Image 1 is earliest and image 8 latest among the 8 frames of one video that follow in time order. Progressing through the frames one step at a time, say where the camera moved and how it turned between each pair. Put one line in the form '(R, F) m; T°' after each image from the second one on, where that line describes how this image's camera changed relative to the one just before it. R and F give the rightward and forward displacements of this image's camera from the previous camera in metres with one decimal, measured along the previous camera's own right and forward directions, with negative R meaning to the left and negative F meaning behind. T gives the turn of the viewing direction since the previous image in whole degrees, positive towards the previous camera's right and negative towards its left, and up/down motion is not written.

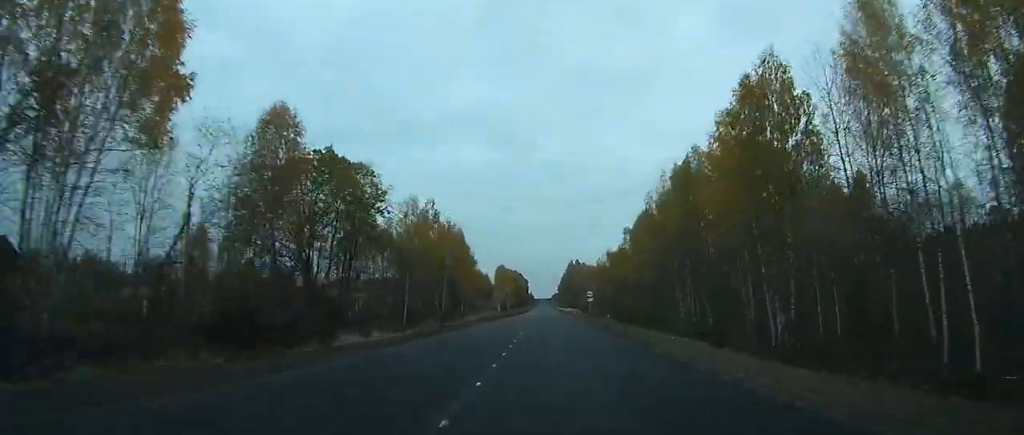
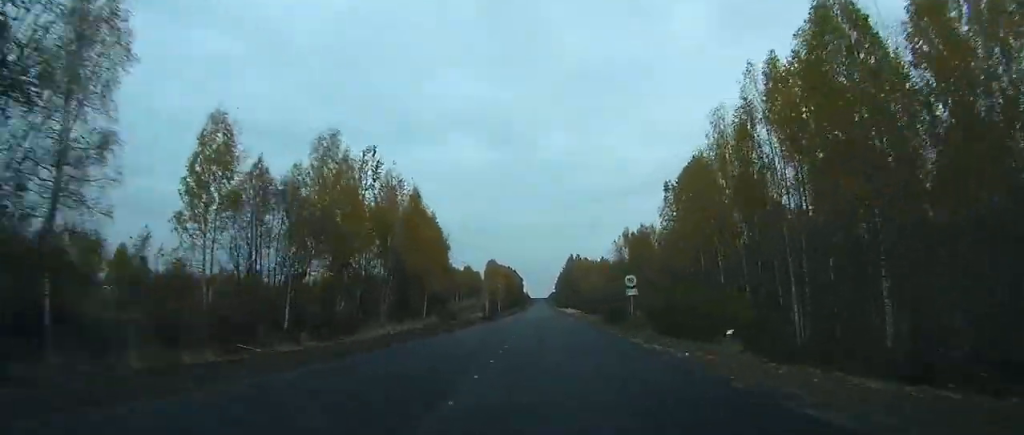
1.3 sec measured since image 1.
(+0.1, +36.1) m; 0°
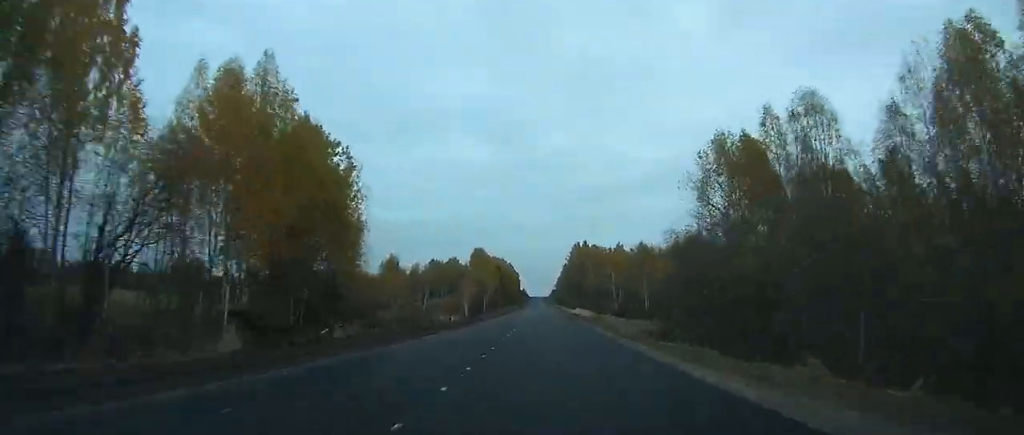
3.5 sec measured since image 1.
(+0.2, +59.7) m; 0°
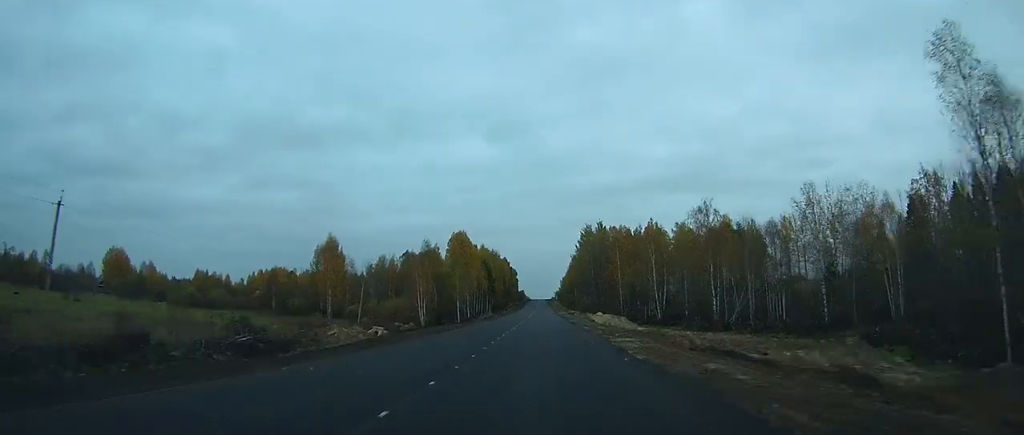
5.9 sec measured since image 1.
(+0.2, +64.3) m; 0°
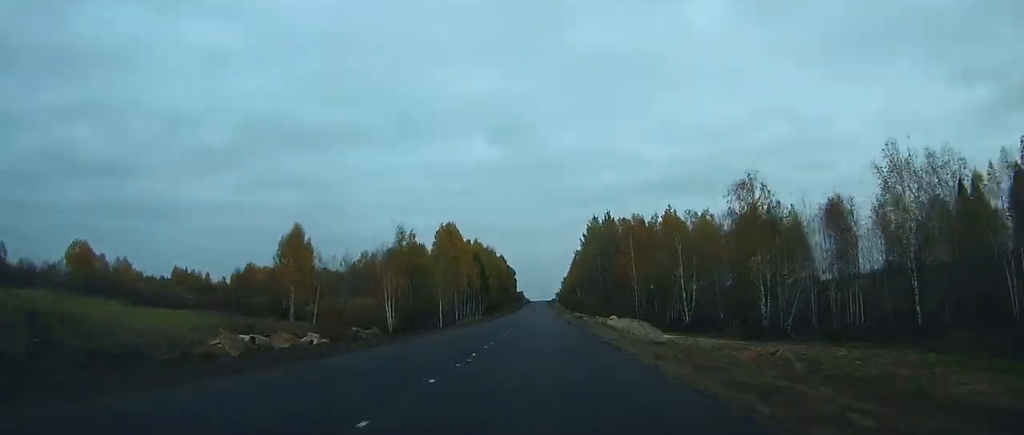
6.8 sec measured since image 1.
(-0.1, +22.1) m; 0°
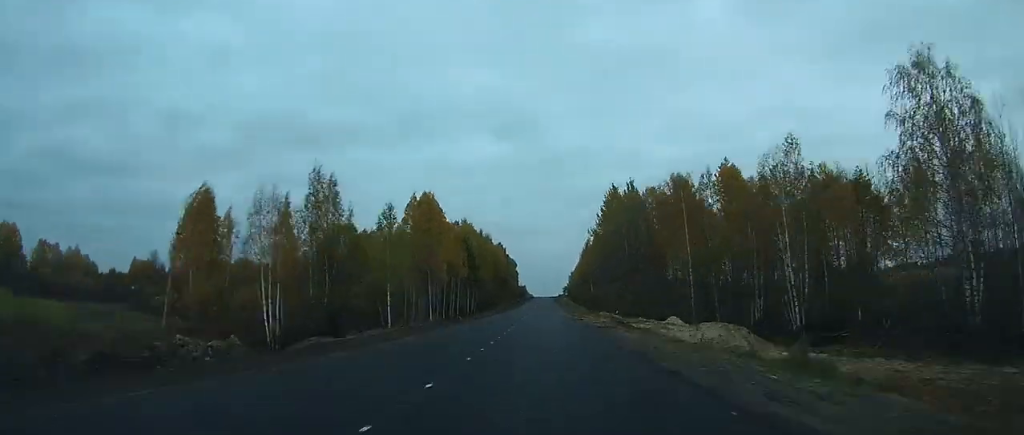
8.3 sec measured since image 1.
(-0.2, +38.0) m; -1°
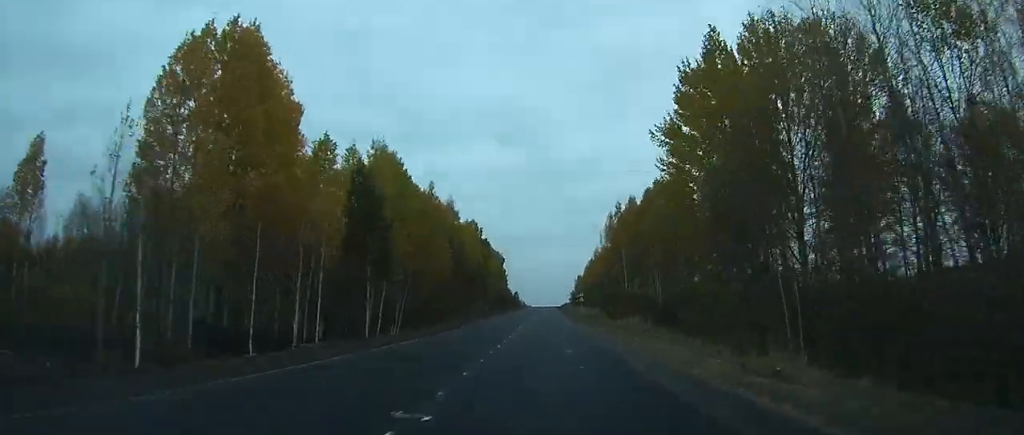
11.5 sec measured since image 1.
(-0.5, +72.1) m; -1°
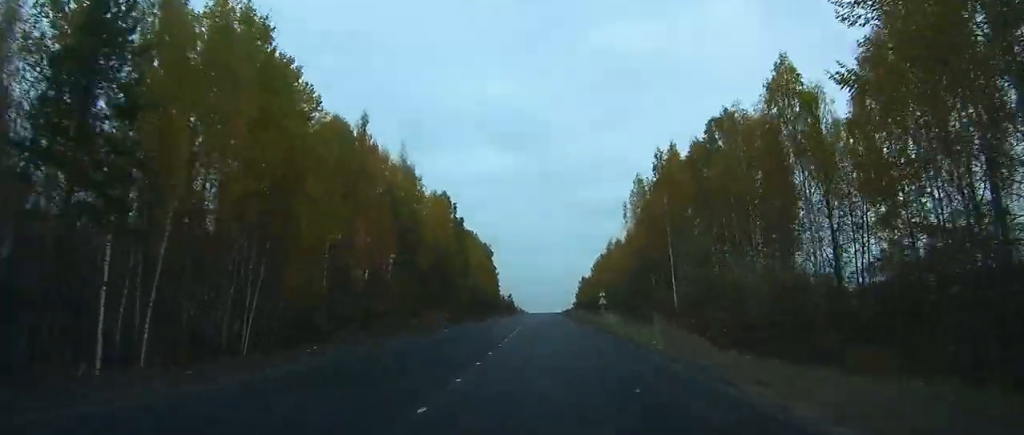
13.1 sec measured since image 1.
(-0.1, +37.0) m; 0°
